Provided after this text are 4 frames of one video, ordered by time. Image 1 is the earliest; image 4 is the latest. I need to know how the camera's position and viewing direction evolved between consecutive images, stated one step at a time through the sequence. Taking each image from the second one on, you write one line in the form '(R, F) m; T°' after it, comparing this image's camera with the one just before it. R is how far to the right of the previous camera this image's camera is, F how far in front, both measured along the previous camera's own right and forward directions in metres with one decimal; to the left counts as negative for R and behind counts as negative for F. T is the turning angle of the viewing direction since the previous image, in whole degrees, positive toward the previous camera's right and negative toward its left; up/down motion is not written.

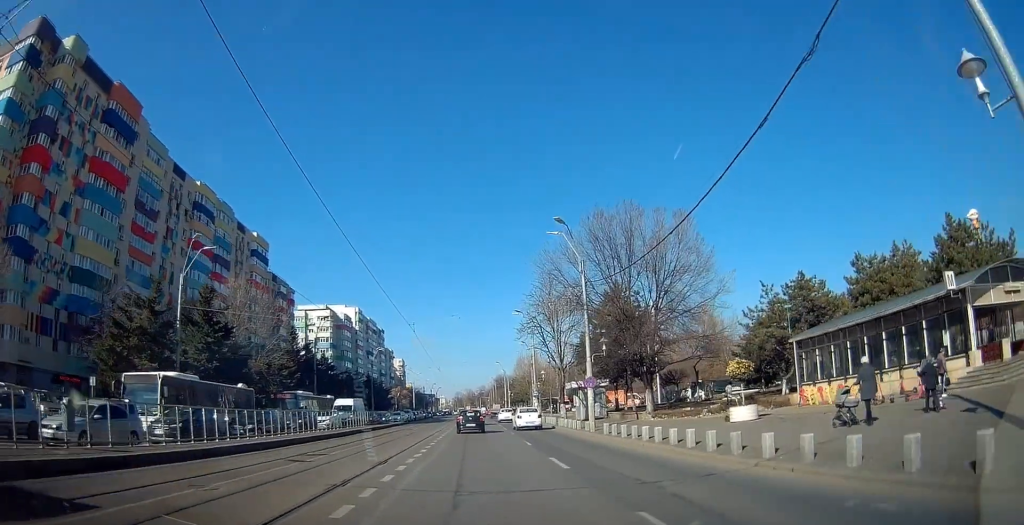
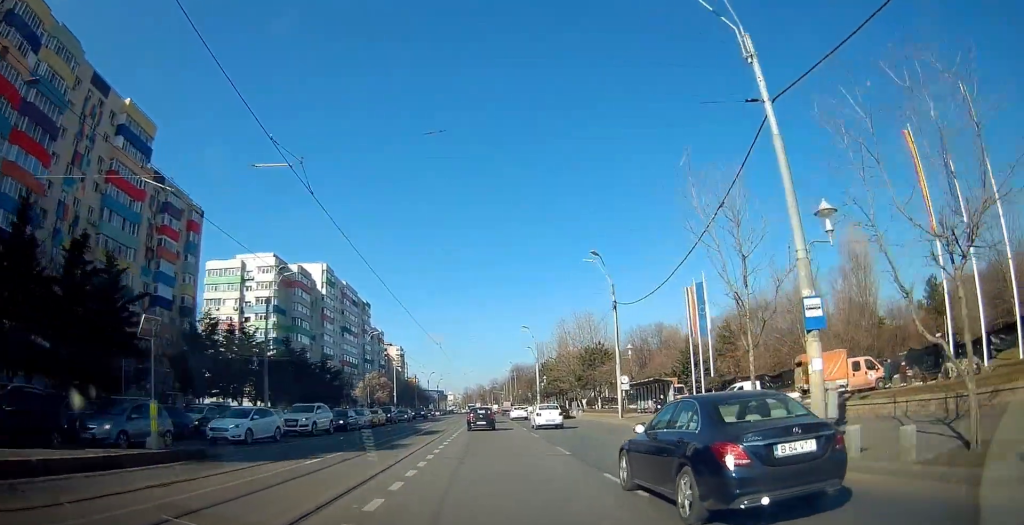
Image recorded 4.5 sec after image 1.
(-0.4, +46.9) m; -2°
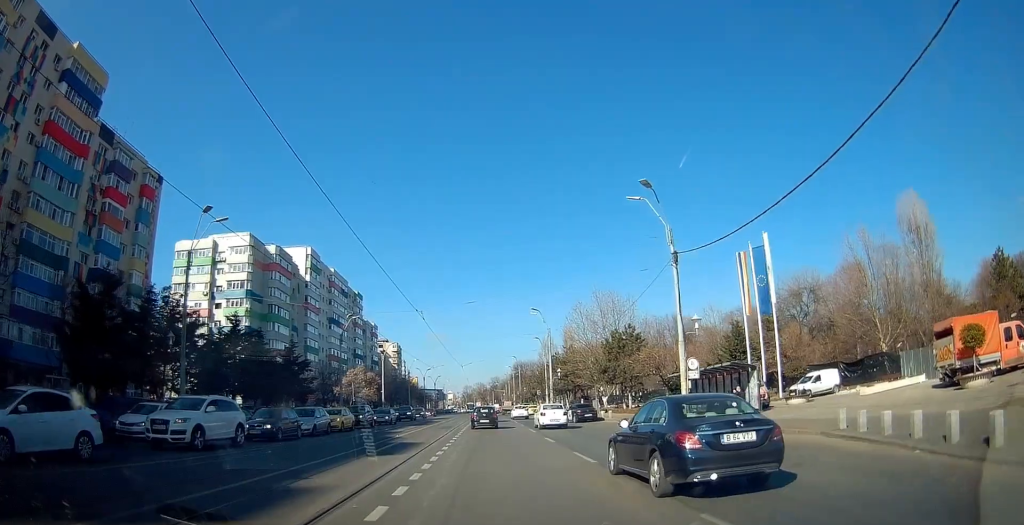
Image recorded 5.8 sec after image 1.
(-0.2, +13.5) m; +1°
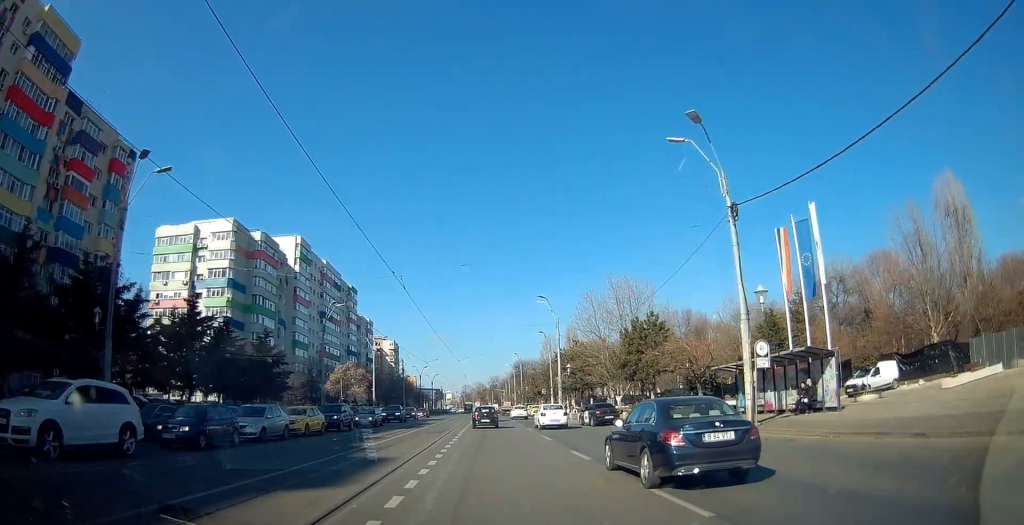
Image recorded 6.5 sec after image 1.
(0.0, +7.8) m; +3°
